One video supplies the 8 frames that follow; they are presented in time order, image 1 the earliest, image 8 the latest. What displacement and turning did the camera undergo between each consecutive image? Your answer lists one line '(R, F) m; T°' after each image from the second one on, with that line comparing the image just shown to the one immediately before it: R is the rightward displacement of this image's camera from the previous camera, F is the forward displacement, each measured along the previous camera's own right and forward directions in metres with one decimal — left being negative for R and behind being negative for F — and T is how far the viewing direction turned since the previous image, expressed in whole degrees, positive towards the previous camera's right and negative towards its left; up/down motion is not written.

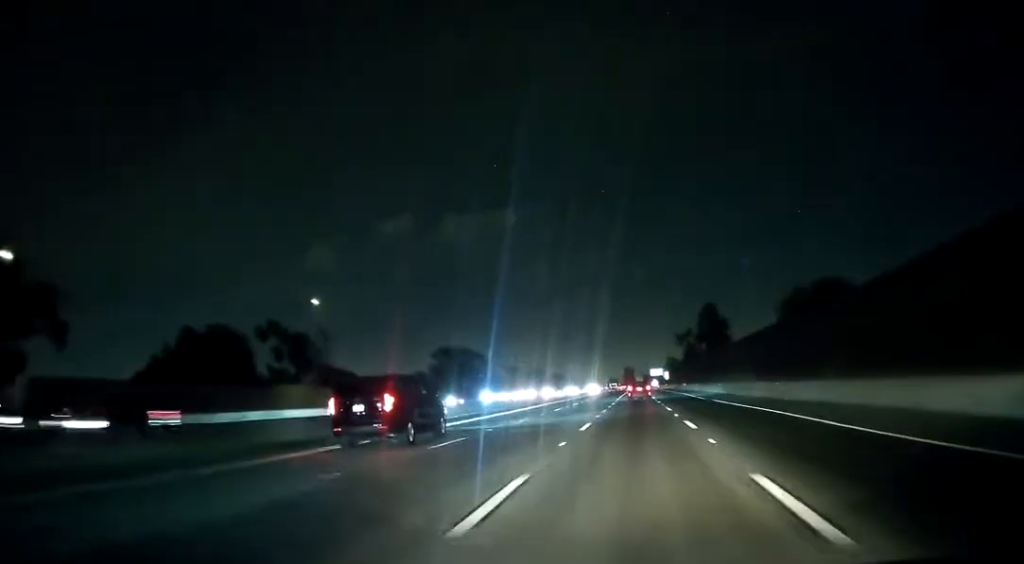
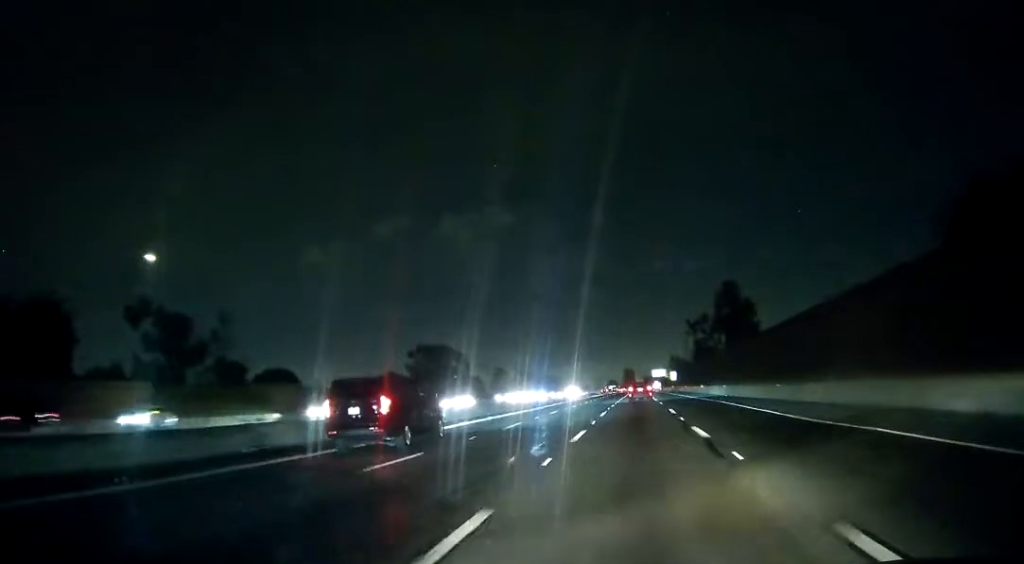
(-0.3, +33.1) m; 0°
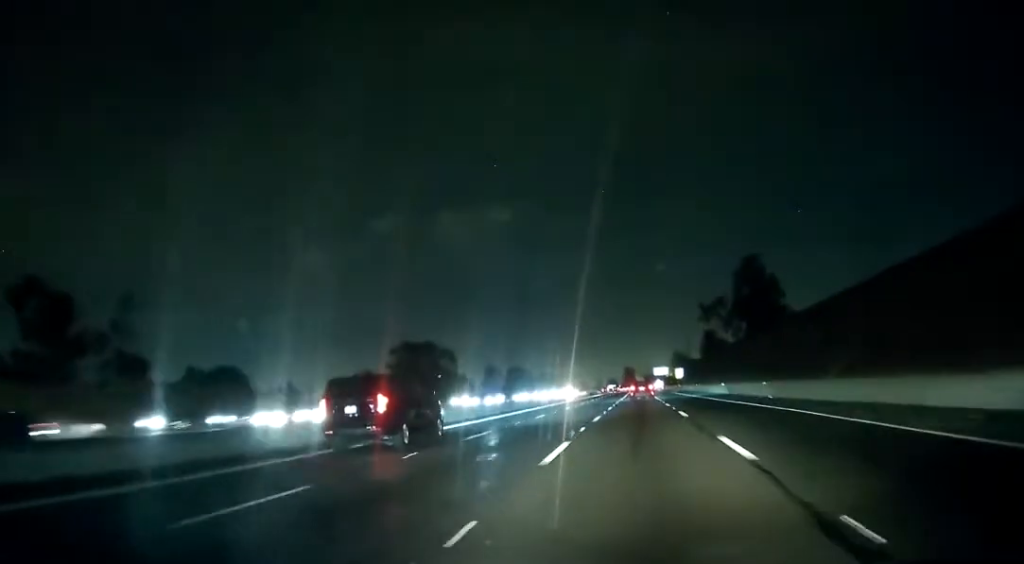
(+0.2, +21.7) m; 0°
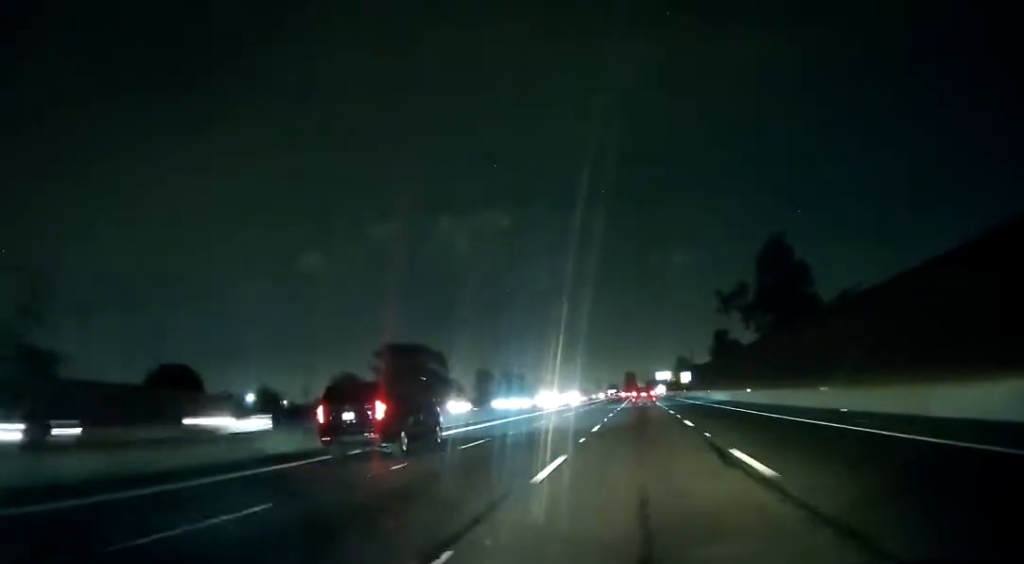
(0.0, +15.5) m; -1°
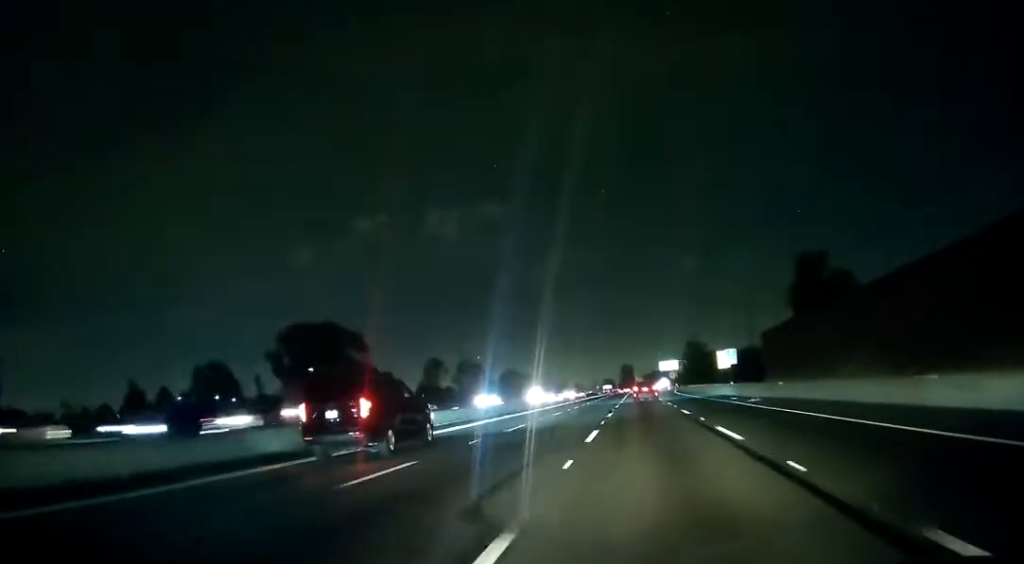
(-0.6, +68.0) m; 0°
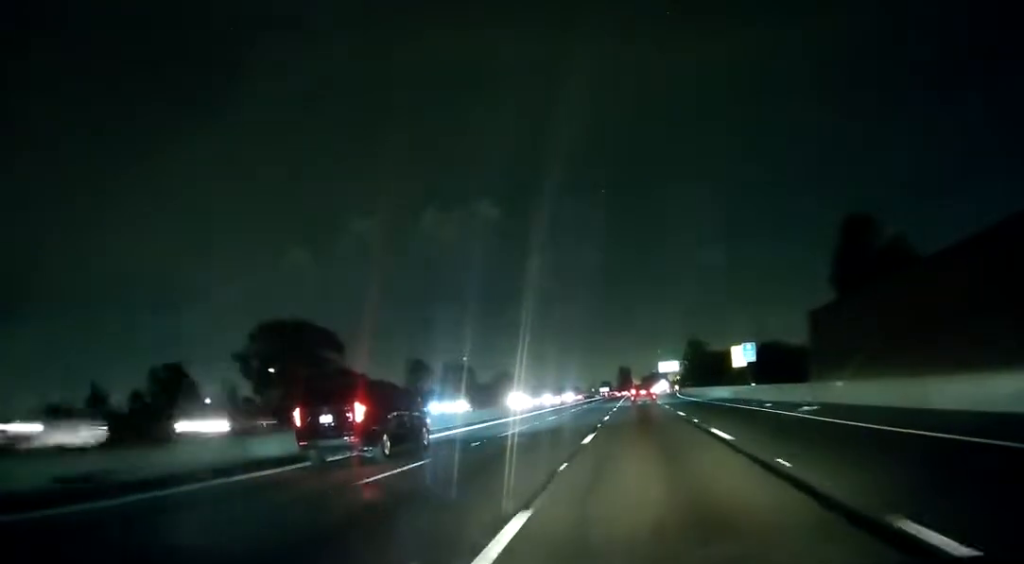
(+0.1, +14.4) m; 0°
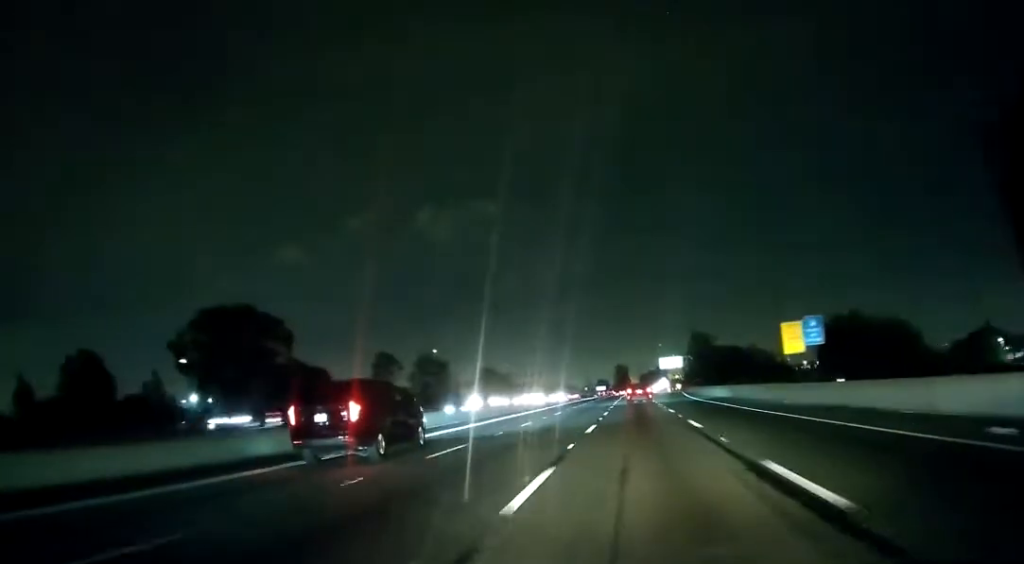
(-0.5, +24.6) m; 0°
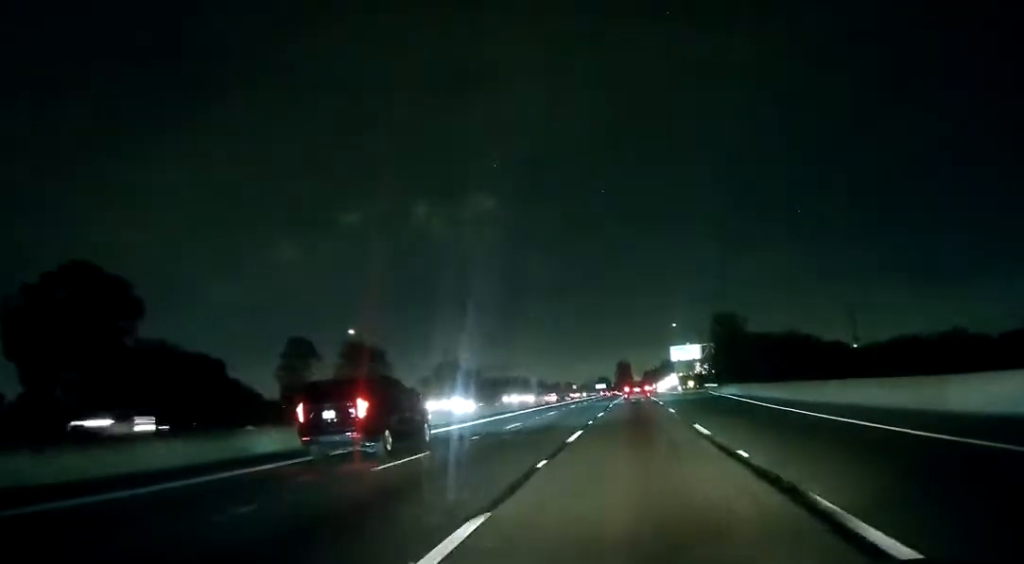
(+0.7, +47.6) m; +1°
